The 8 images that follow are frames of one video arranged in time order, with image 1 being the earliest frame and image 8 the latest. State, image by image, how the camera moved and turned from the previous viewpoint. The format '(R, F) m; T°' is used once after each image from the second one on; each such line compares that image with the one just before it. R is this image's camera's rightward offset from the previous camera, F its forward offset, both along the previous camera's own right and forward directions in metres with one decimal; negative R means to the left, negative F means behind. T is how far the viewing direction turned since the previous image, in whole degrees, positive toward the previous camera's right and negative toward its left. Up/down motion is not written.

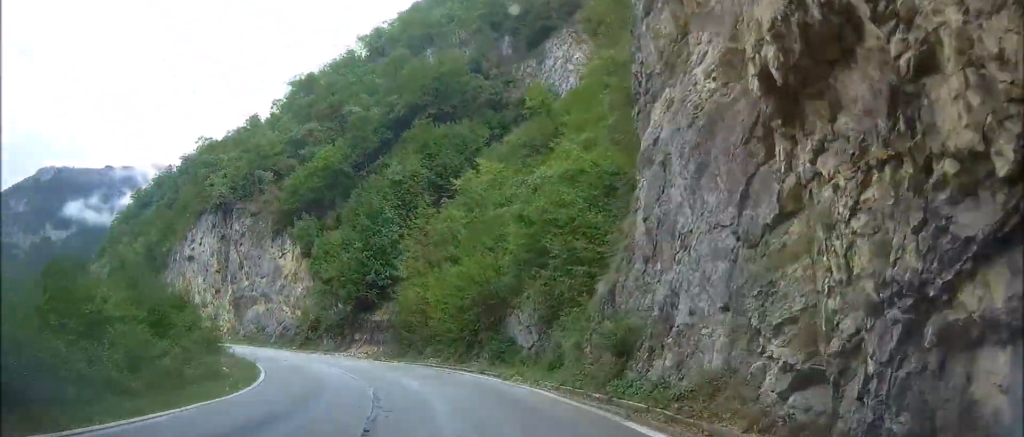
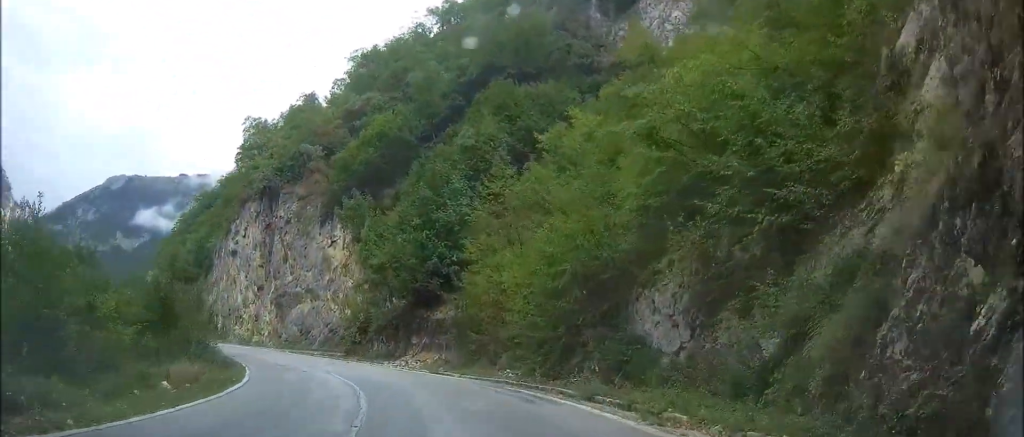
(-0.1, +9.8) m; -9°
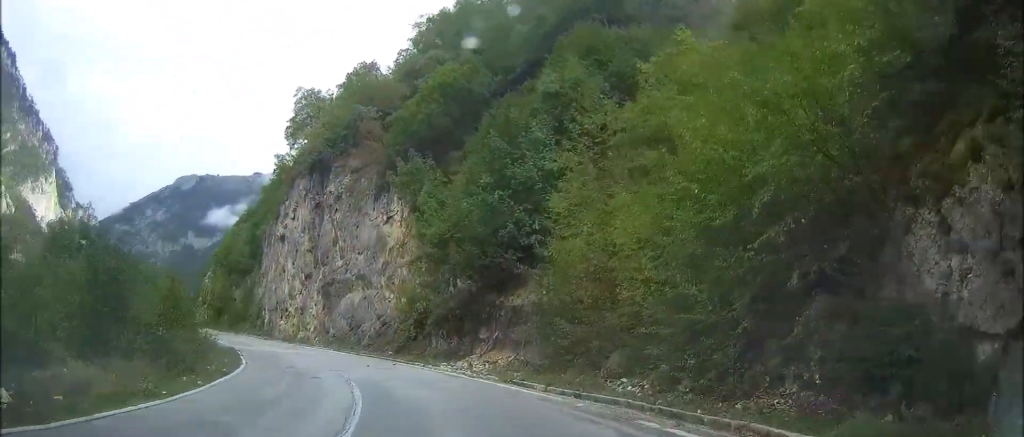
(-1.1, +7.9) m; -10°
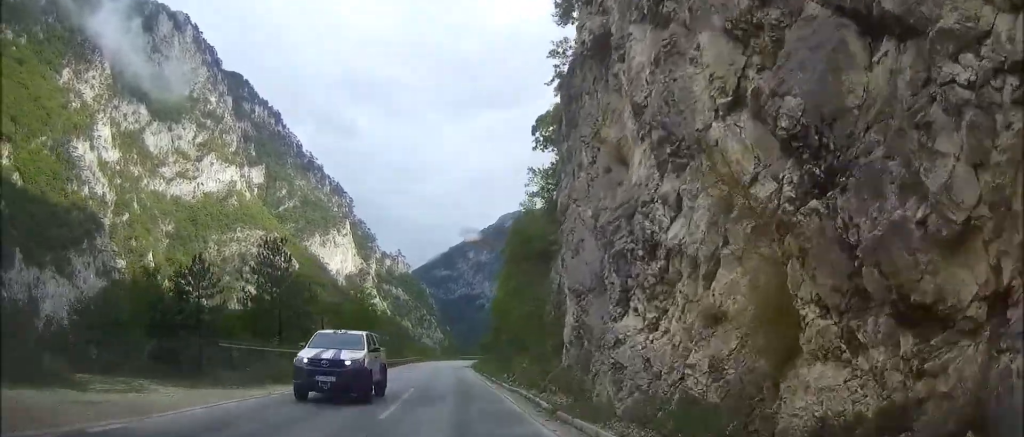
(-11.0, +48.9) m; -18°
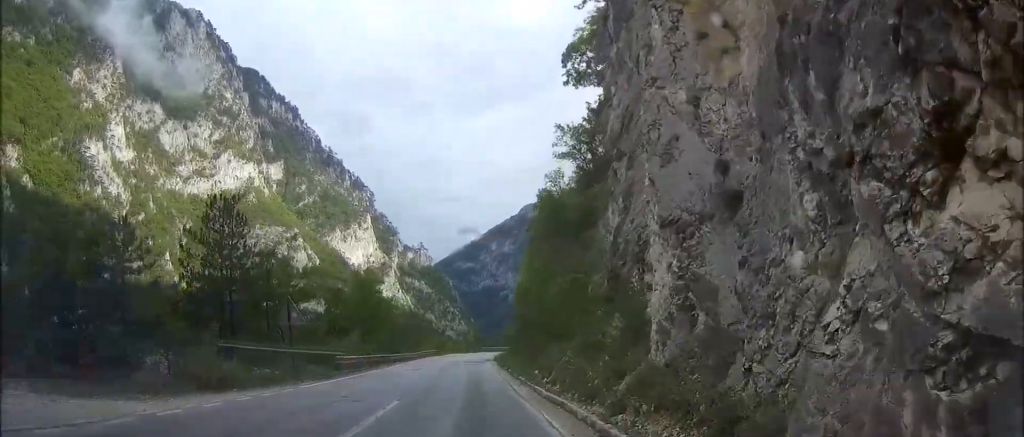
(-0.6, +8.5) m; -2°
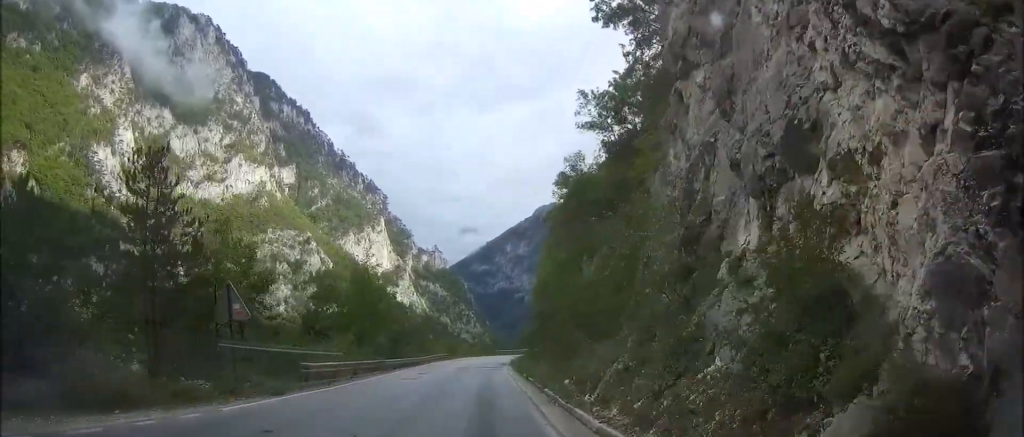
(-0.1, +6.6) m; -1°
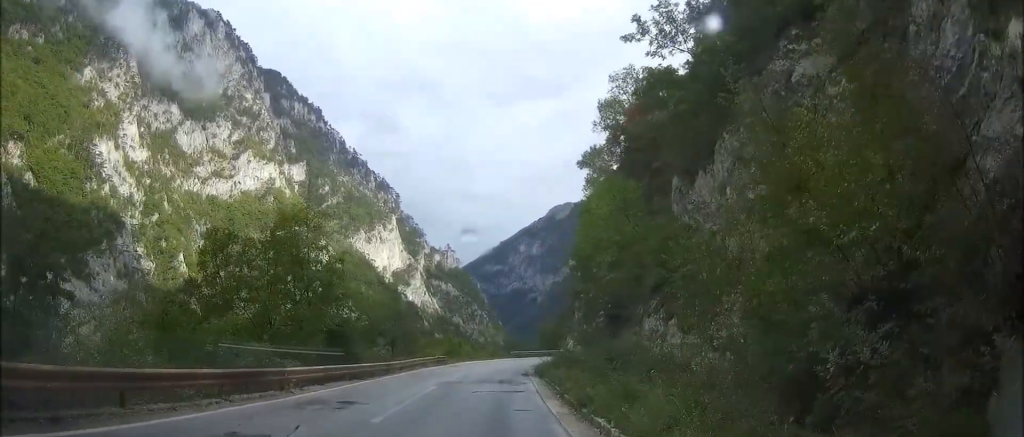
(+0.2, +19.3) m; +1°
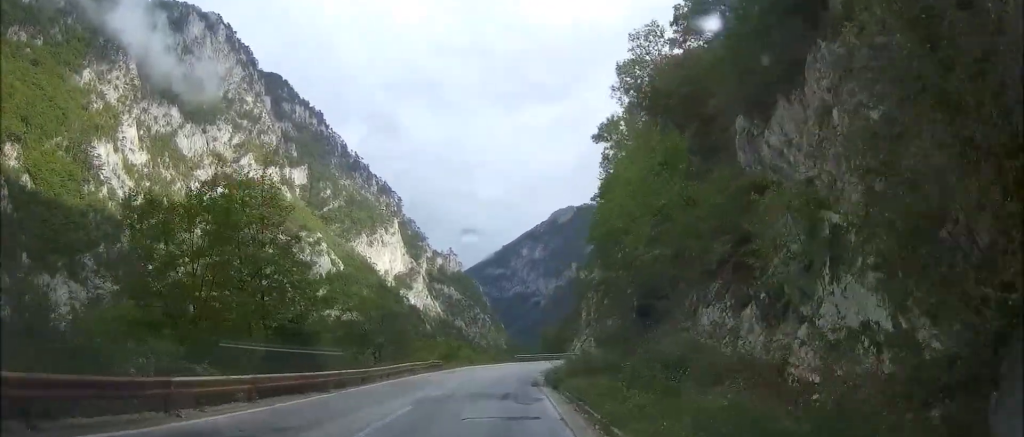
(+0.1, +6.7) m; 0°
